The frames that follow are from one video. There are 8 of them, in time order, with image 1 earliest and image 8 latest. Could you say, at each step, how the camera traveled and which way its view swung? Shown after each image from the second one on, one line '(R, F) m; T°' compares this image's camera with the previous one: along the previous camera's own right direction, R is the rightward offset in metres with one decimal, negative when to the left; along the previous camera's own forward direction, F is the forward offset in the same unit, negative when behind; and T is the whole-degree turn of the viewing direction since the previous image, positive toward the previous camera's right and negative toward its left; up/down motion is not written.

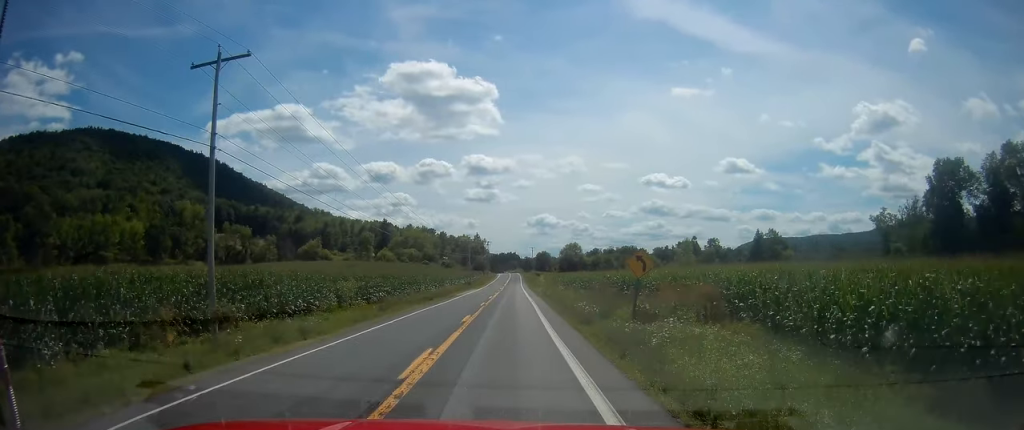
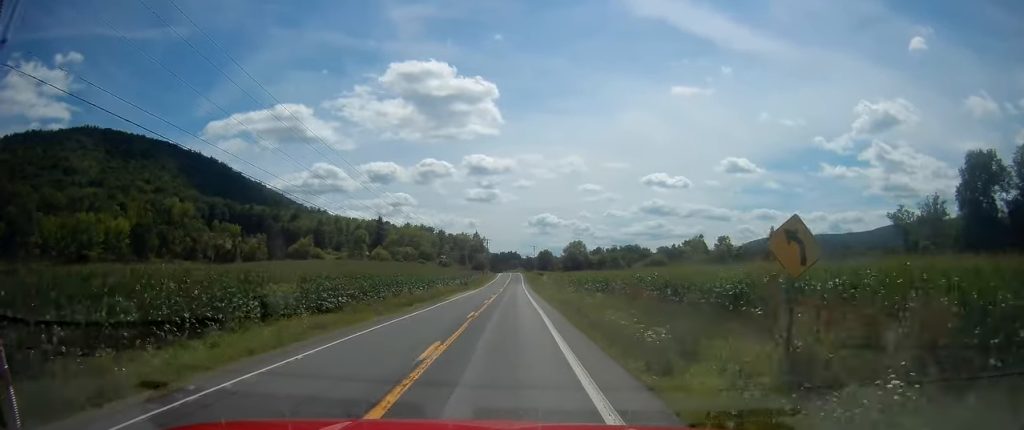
(0.0, +11.0) m; 0°
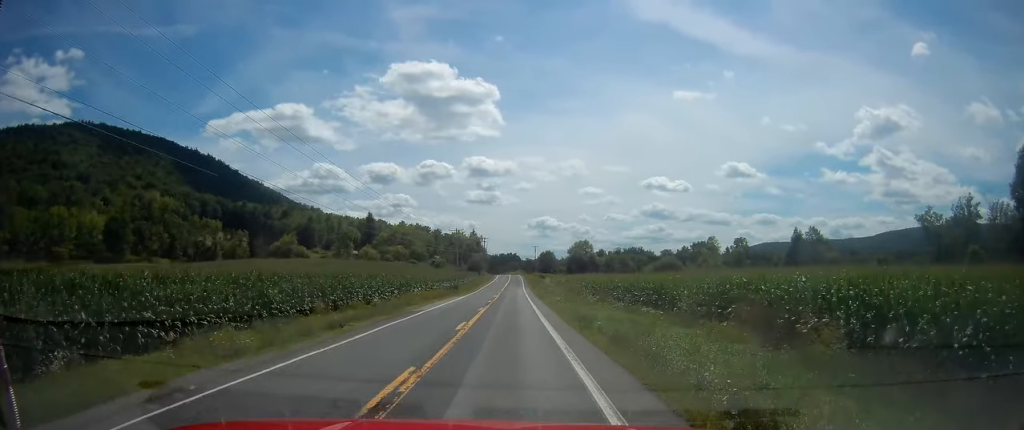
(0.0, +16.9) m; 0°
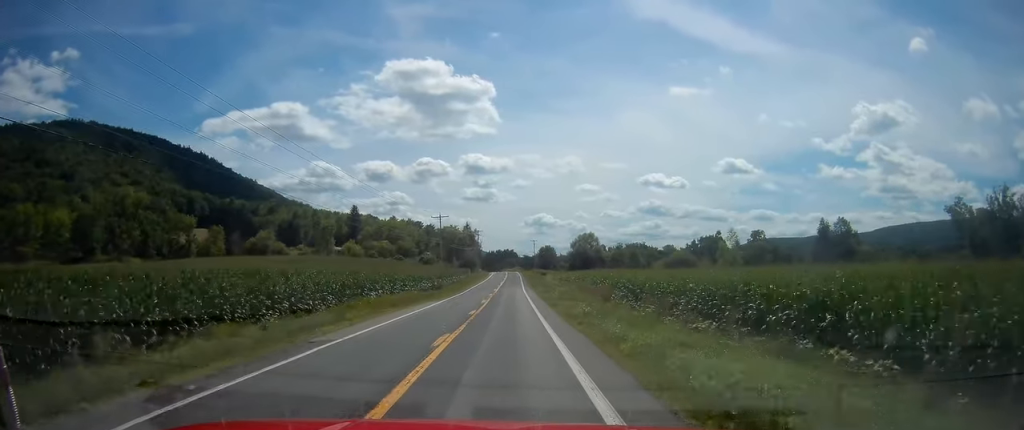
(+0.1, +17.7) m; 0°
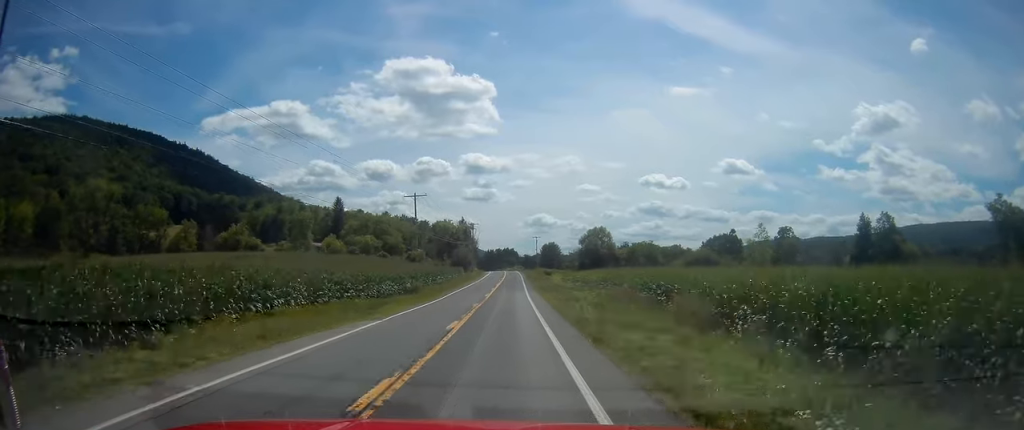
(+0.1, +20.3) m; 0°
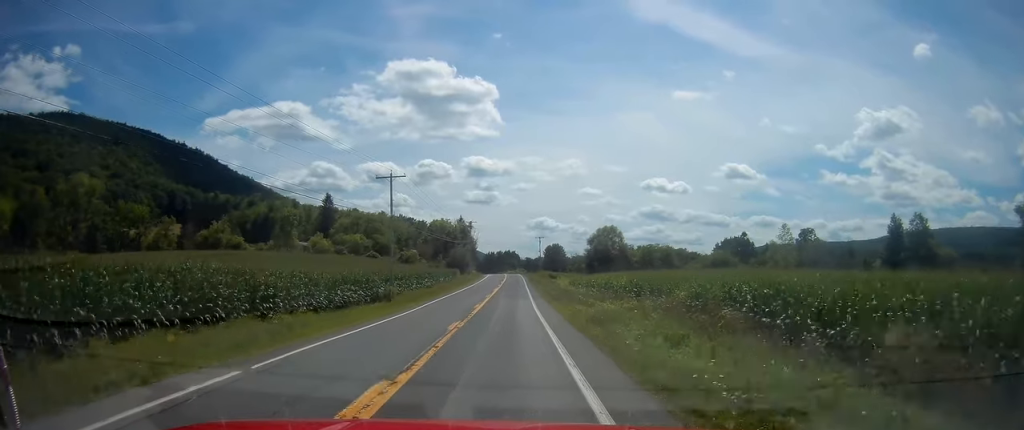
(-0.1, +12.7) m; 0°
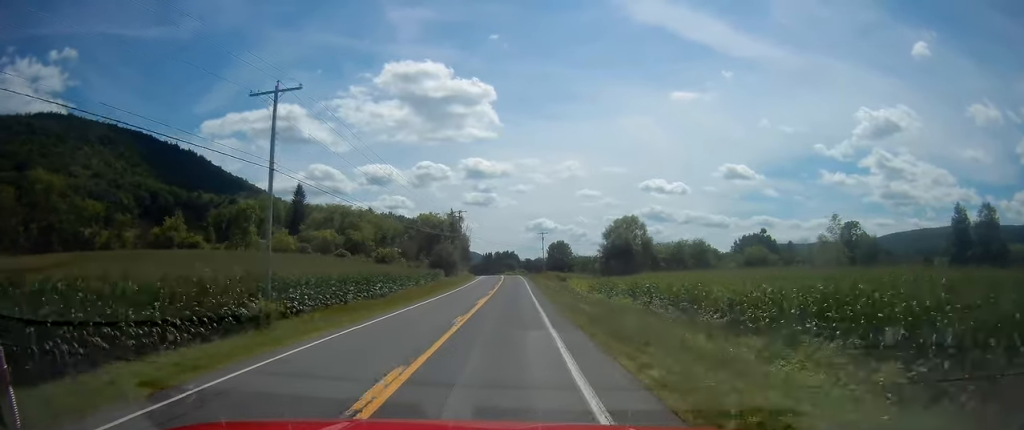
(-0.1, +23.6) m; 0°
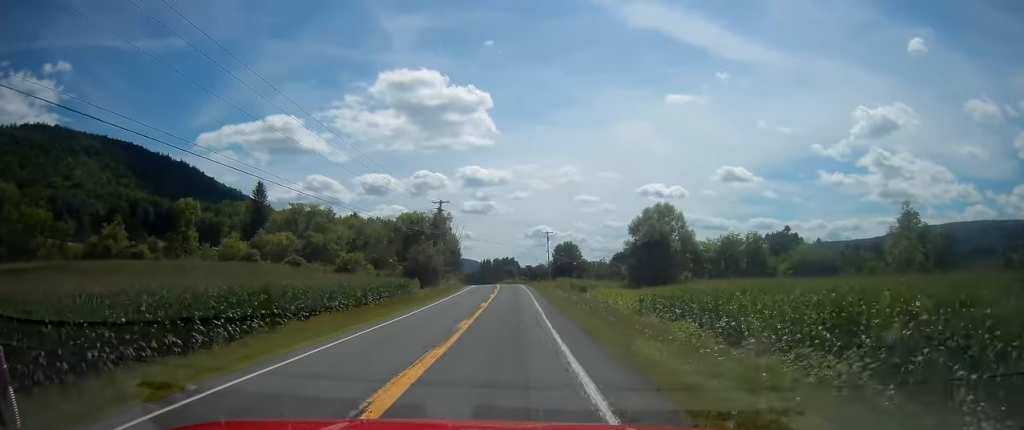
(0.0, +24.4) m; 0°
